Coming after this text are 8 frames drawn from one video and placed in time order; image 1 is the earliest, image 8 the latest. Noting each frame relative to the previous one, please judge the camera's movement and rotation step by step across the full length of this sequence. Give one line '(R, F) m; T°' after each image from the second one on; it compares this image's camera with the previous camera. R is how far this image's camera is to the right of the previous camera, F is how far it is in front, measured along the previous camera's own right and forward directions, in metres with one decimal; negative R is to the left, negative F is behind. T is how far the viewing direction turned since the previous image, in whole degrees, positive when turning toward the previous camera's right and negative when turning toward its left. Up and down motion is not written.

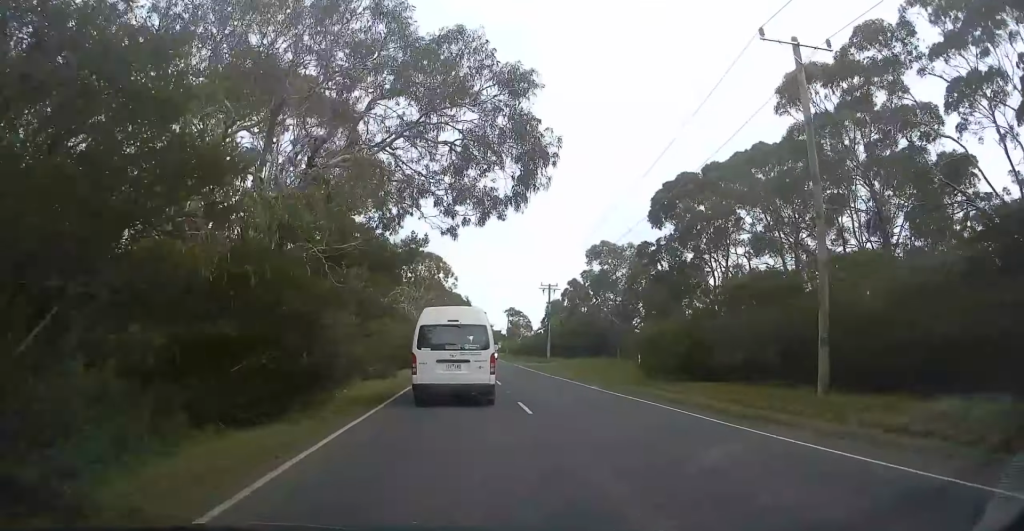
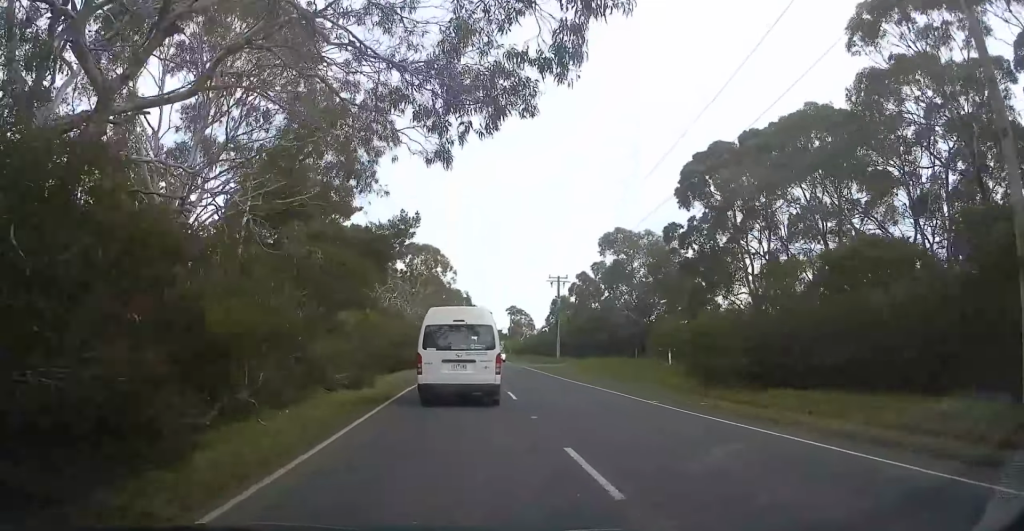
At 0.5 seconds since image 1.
(+0.3, +8.3) m; 0°
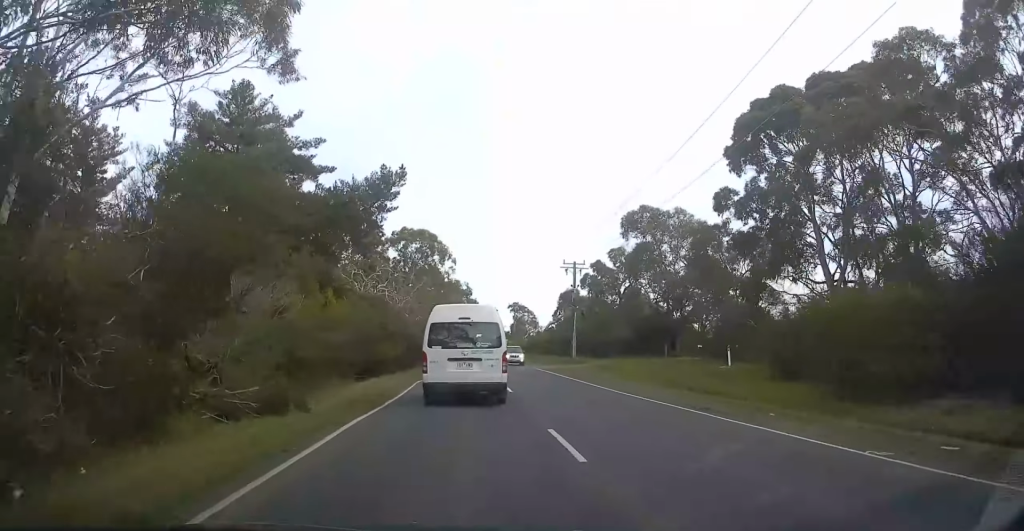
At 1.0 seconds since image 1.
(+0.4, +10.4) m; 0°
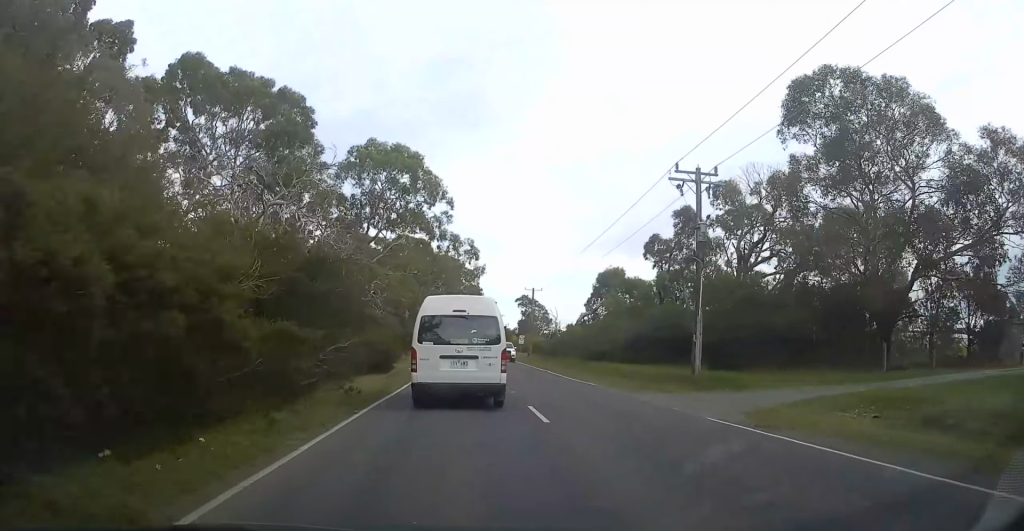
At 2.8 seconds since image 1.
(-1.2, +31.9) m; -2°
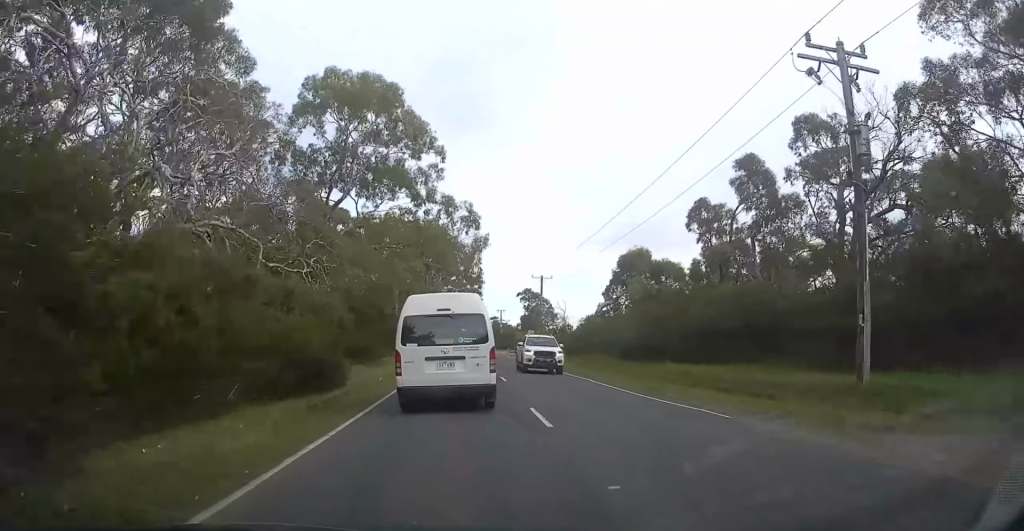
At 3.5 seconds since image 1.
(+0.1, +12.3) m; +1°
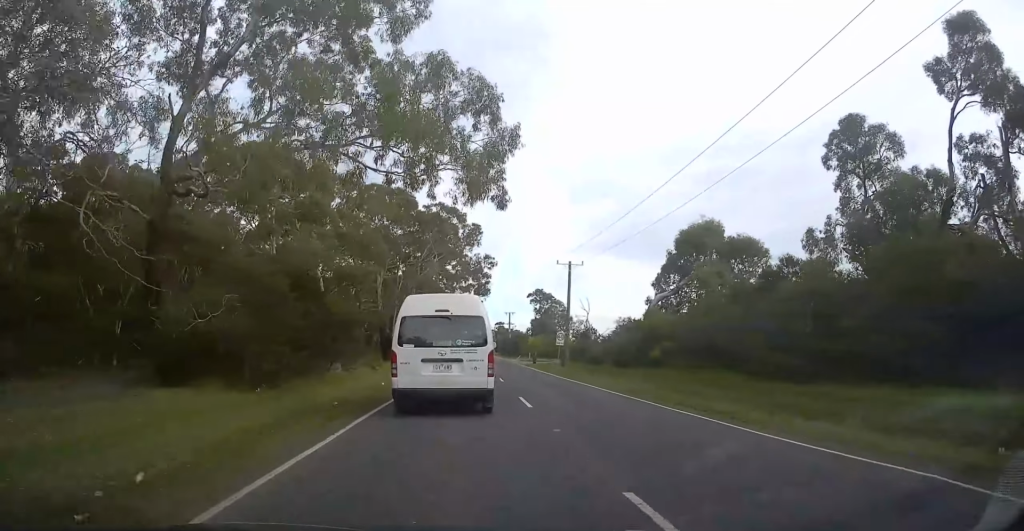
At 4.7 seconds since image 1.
(+0.2, +19.9) m; -1°
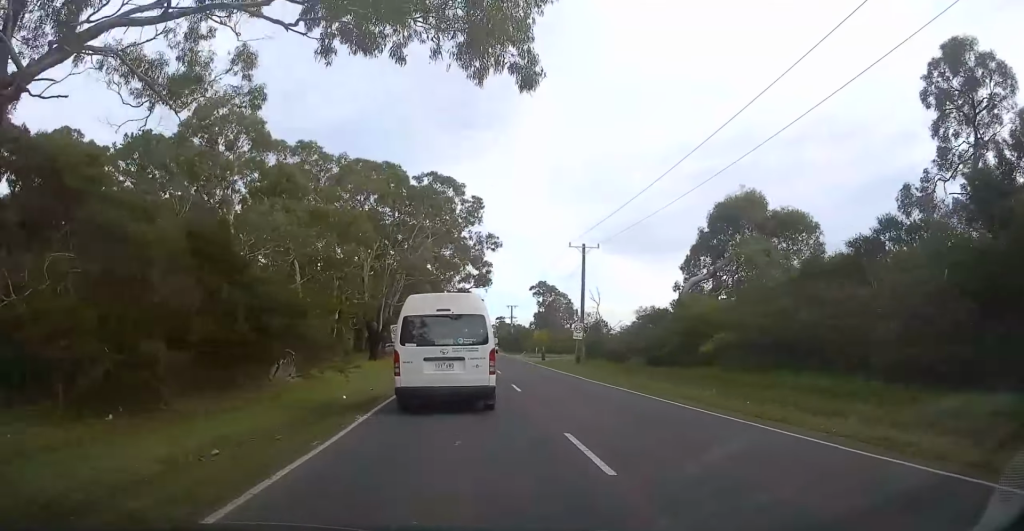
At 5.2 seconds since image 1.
(0.0, +8.4) m; 0°
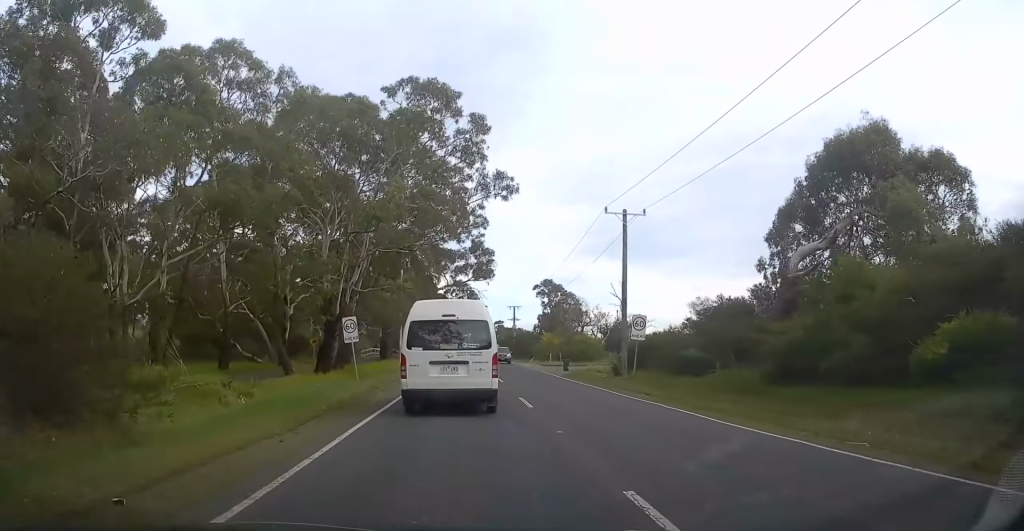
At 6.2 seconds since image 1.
(-0.3, +15.2) m; 0°
